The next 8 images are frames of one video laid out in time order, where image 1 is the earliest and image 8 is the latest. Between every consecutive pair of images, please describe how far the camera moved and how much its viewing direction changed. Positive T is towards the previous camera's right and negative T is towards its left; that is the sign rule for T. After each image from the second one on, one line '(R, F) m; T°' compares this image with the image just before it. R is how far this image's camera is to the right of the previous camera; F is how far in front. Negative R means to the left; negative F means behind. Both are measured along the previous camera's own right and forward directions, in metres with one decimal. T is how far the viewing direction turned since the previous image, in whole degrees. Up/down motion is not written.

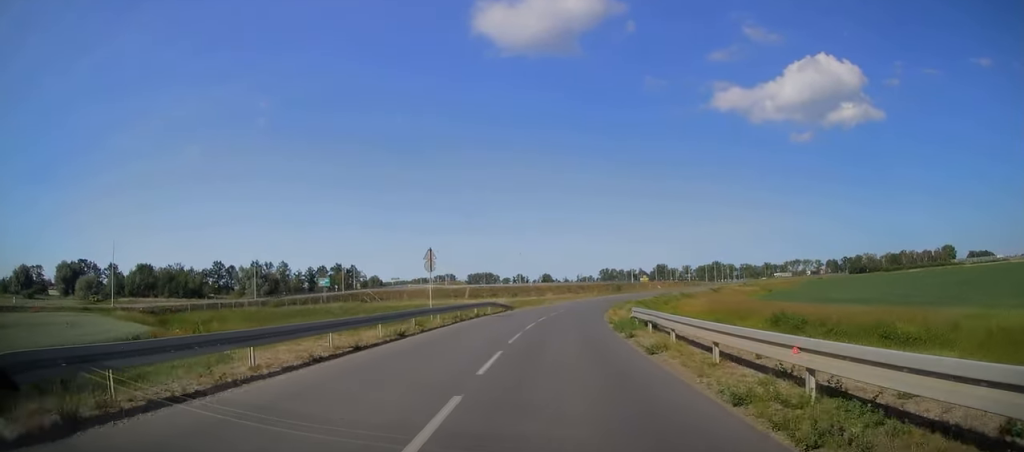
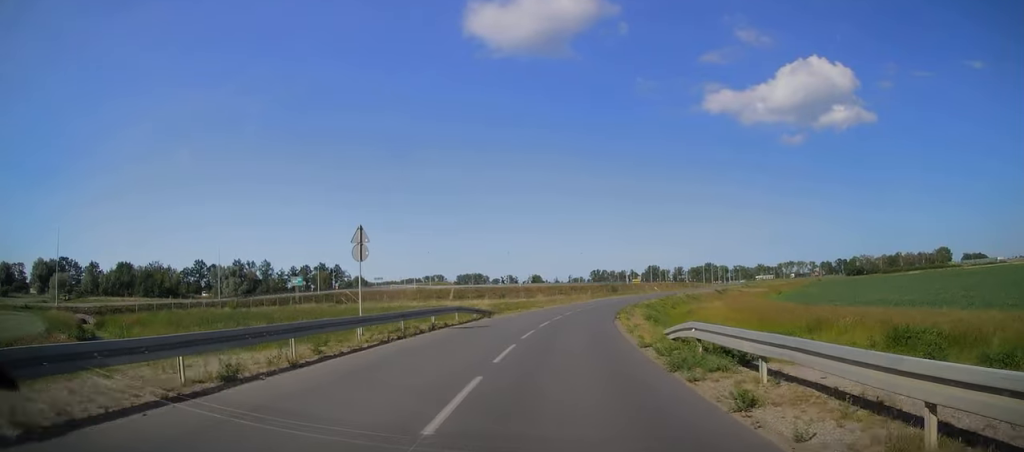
(+0.3, +10.3) m; +2°
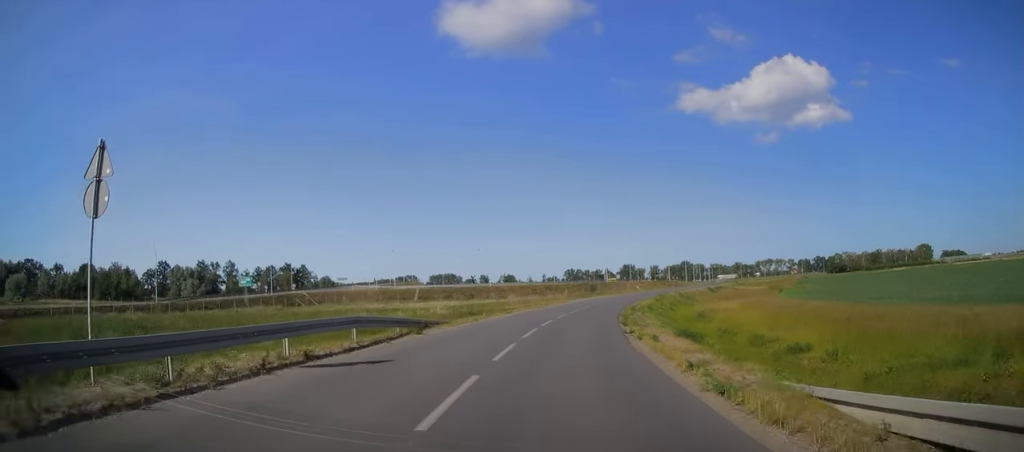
(+0.1, +11.9) m; +2°
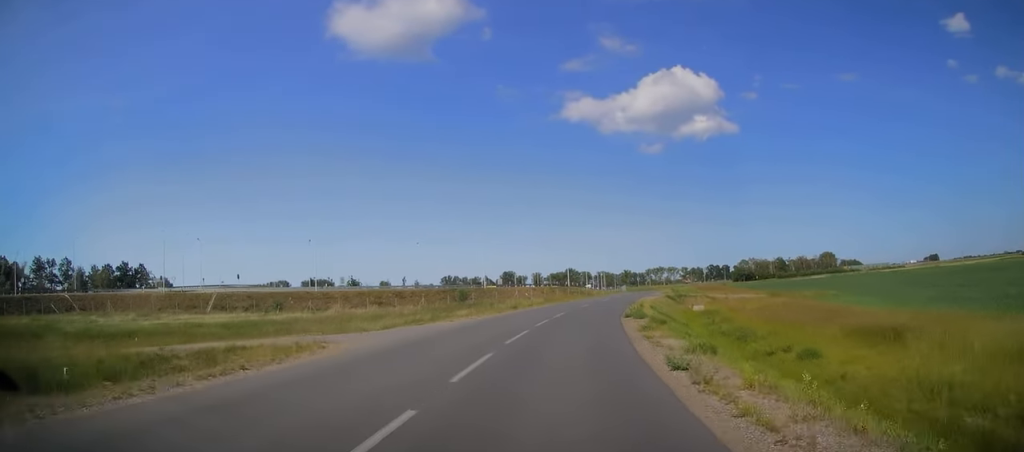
(+4.0, +44.6) m; +10°
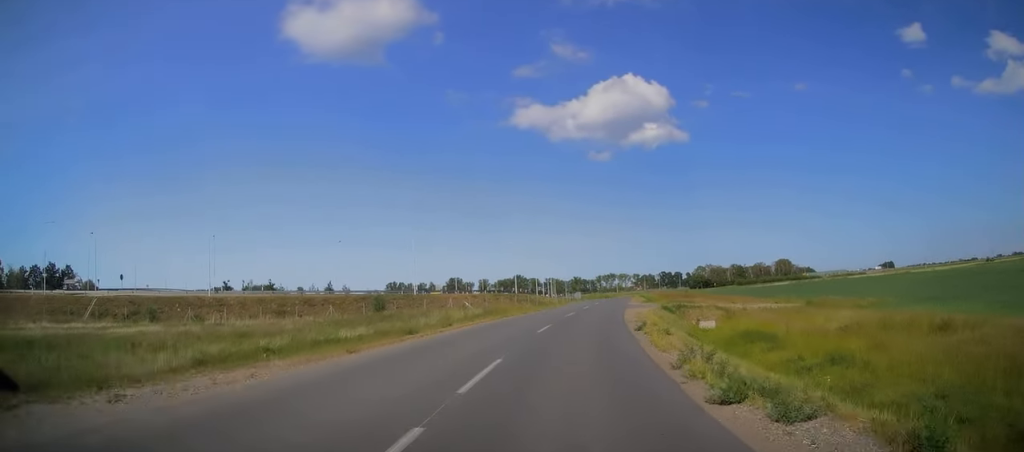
(+0.7, +18.9) m; +5°
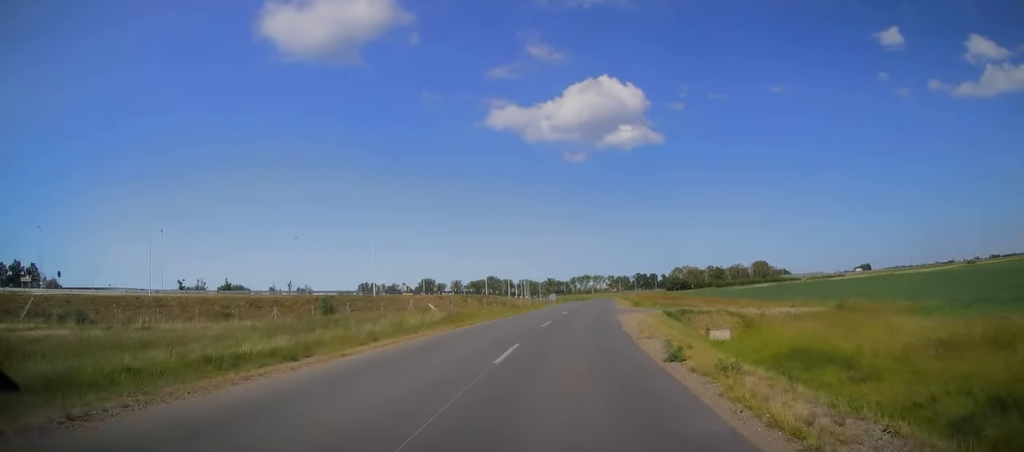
(+0.1, +8.4) m; +2°
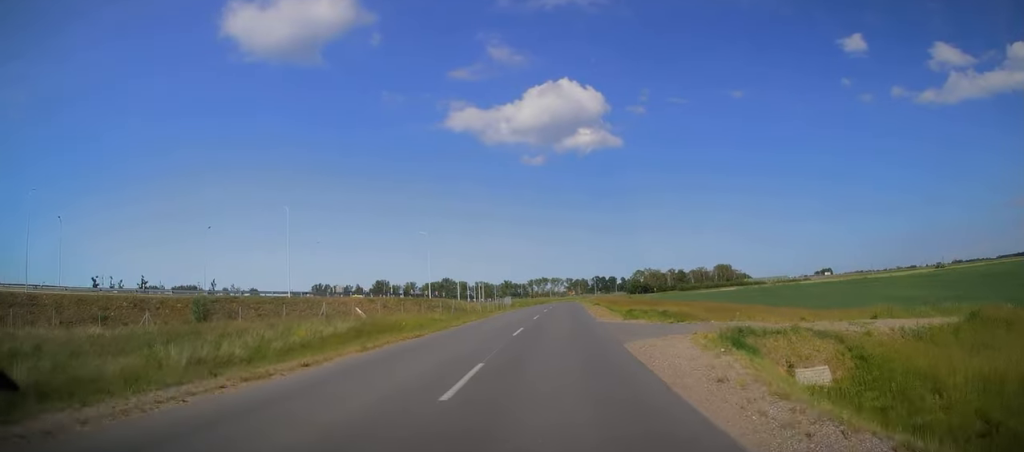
(+0.7, +15.5) m; +3°
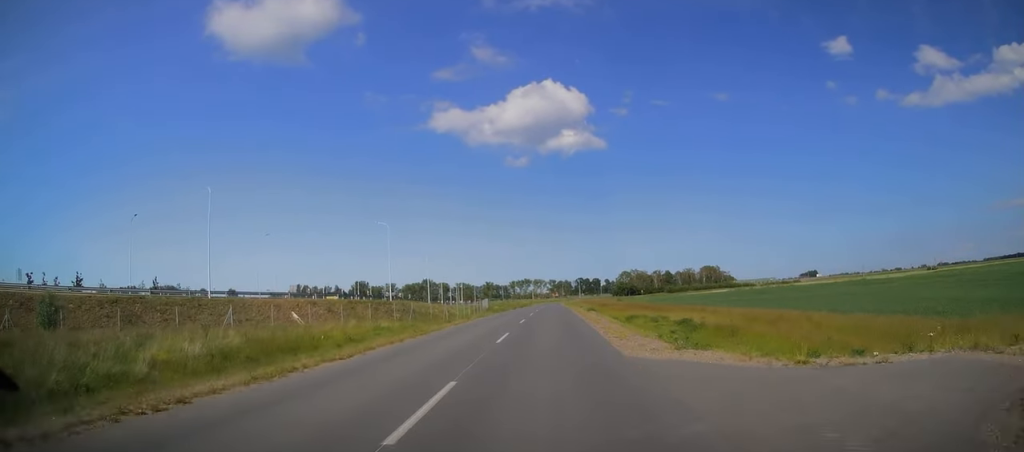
(+0.3, +13.9) m; +2°
